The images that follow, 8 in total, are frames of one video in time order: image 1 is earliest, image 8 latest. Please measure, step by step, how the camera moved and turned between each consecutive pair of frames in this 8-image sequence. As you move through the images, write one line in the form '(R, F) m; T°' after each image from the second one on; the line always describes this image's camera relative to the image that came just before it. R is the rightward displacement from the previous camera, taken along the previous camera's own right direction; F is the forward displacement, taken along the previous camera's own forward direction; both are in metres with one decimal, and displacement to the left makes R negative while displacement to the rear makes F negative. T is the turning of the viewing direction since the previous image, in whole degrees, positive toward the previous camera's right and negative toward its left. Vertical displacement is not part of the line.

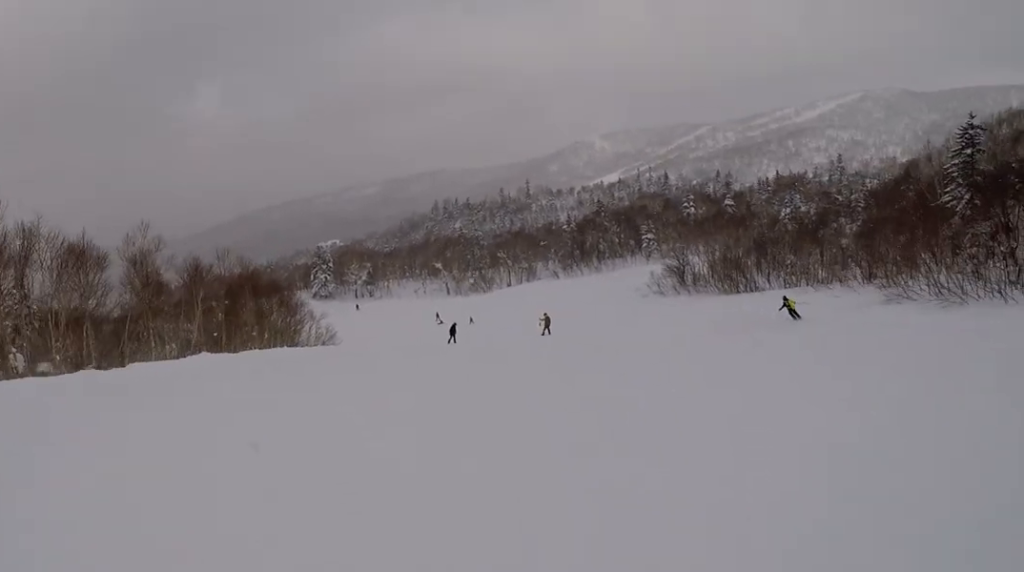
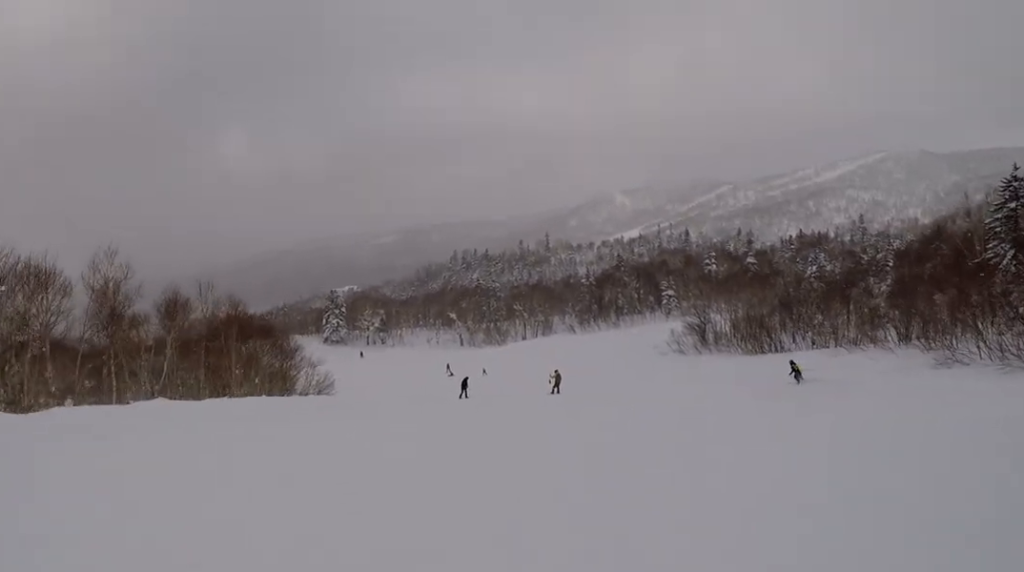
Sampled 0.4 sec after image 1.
(+0.2, +4.1) m; -2°
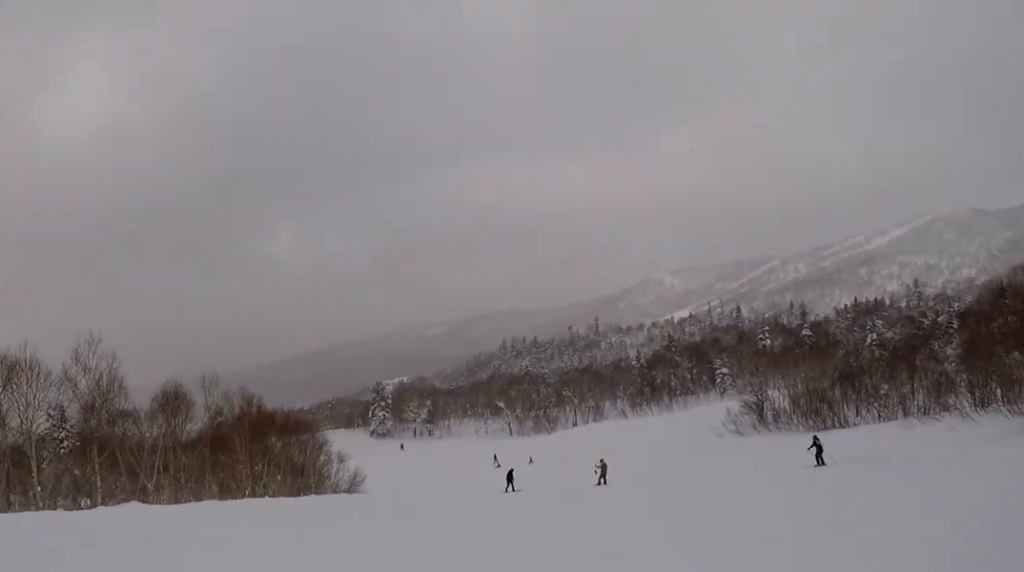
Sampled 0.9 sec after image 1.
(-0.3, +3.9) m; -6°
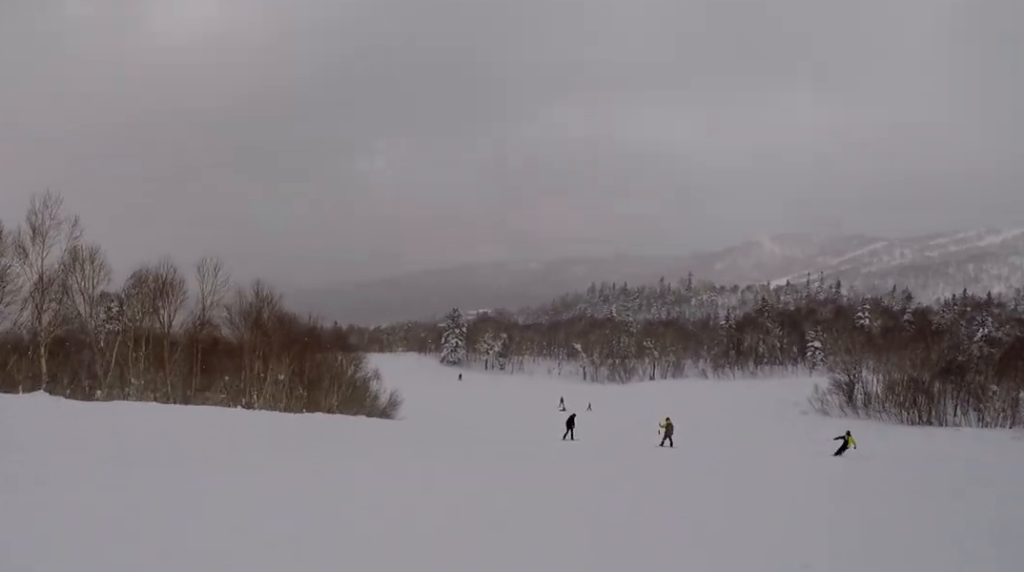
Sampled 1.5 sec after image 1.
(-0.4, +6.2) m; -7°
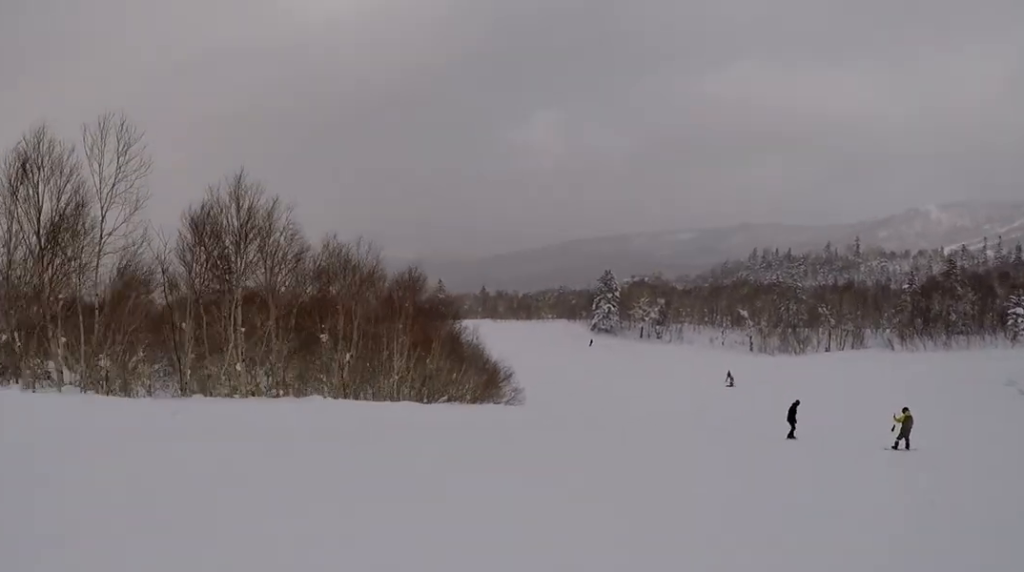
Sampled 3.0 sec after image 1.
(-1.5, +15.1) m; -5°
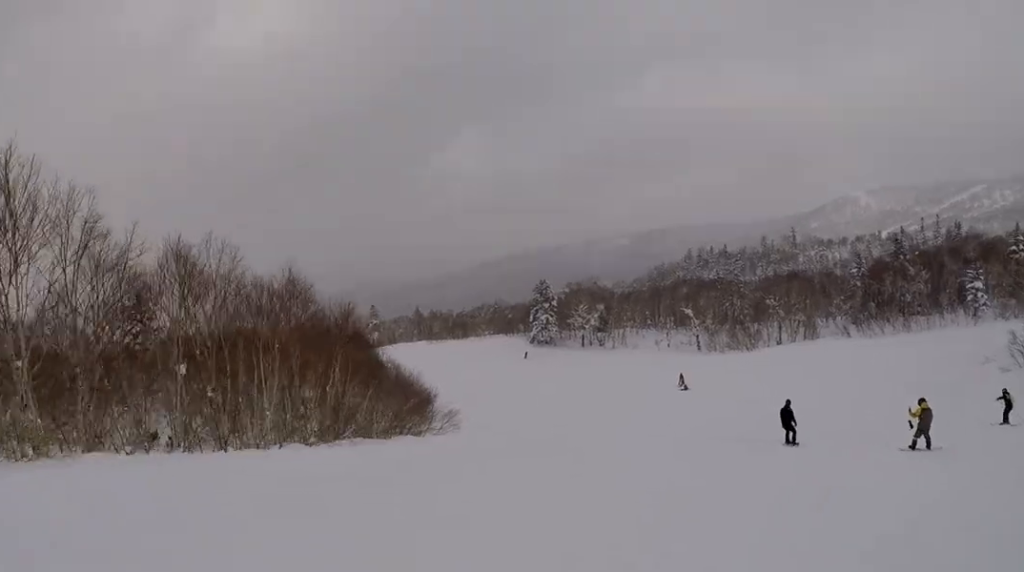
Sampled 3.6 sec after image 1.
(+0.1, +6.7) m; 0°
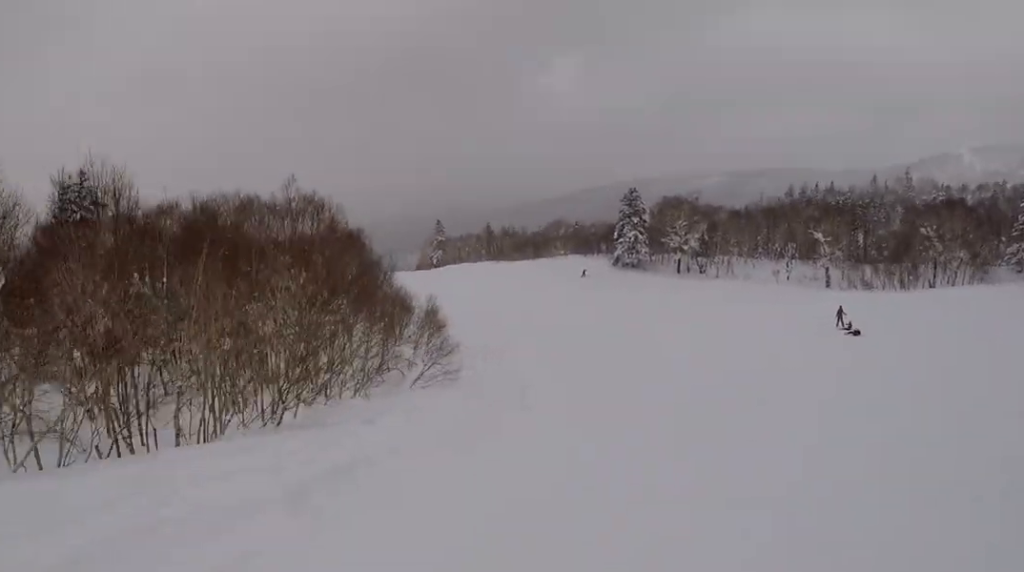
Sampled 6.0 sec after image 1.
(-1.4, +27.5) m; -7°
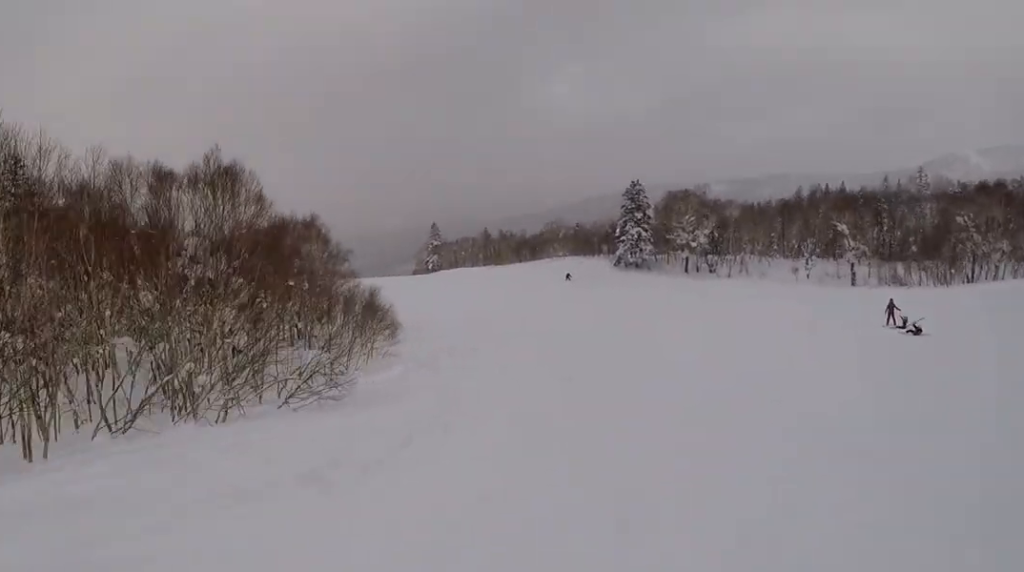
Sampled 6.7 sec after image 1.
(-0.2, +9.5) m; -1°
